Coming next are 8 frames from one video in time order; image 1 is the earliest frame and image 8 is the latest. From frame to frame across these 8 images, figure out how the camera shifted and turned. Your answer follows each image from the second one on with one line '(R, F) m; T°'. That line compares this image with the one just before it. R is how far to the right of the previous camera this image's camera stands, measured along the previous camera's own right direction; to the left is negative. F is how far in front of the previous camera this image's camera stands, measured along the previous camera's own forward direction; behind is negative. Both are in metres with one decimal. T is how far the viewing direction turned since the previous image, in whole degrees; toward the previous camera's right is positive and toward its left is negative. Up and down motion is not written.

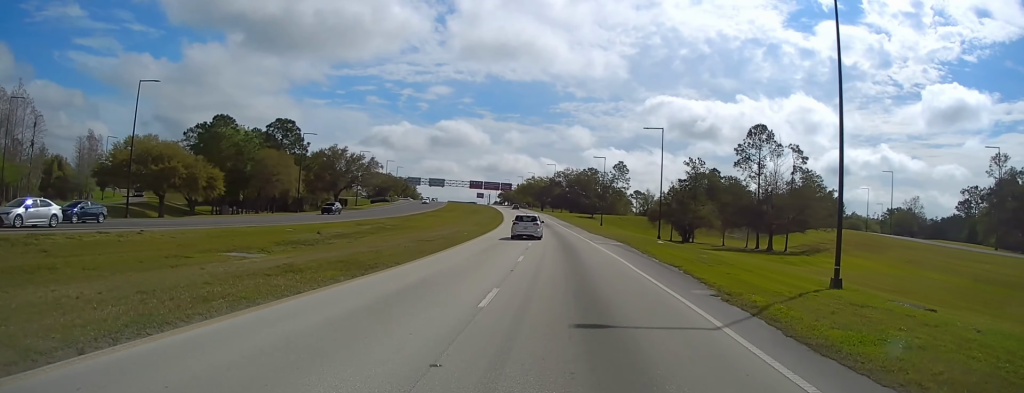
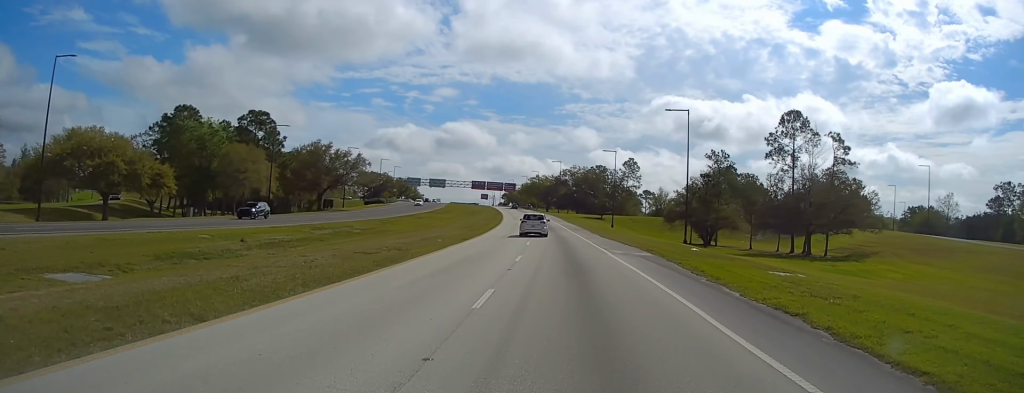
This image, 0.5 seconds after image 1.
(+0.1, +12.5) m; -1°
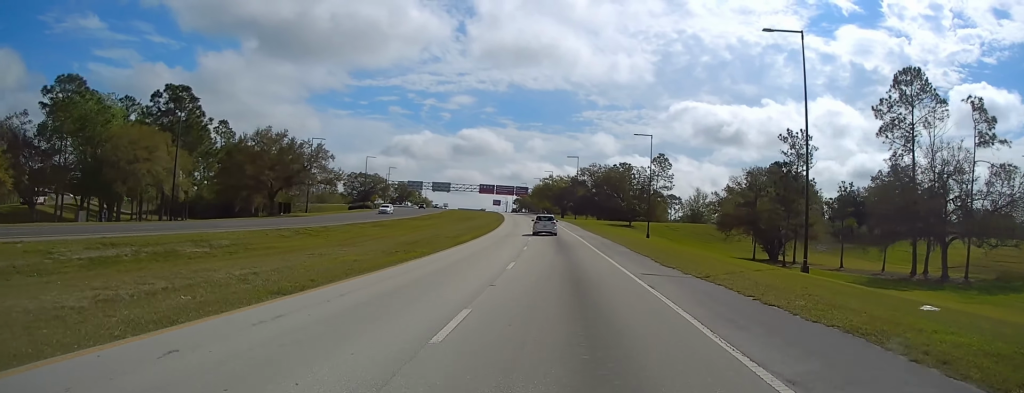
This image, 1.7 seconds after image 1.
(-0.4, +27.4) m; -2°
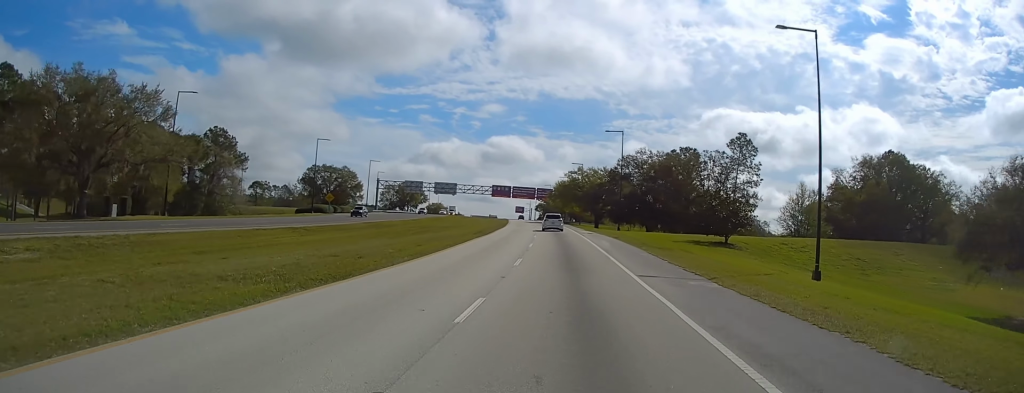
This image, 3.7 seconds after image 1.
(-1.4, +47.1) m; -3°
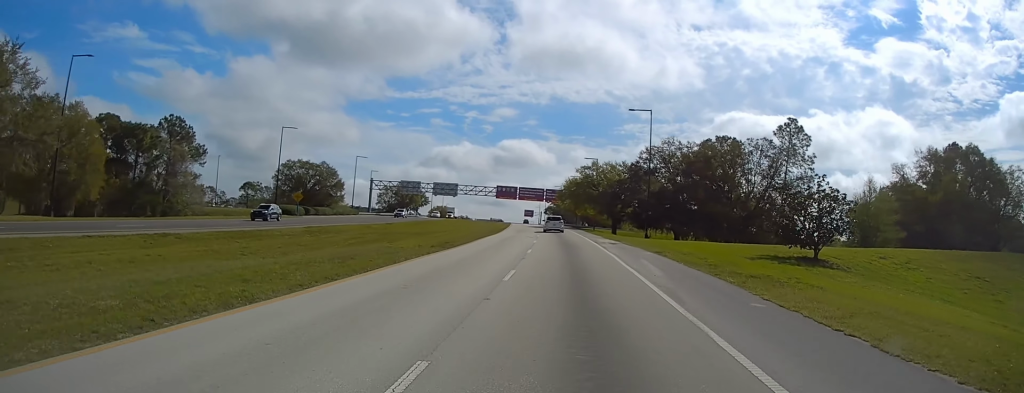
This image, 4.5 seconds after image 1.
(0.0, +18.1) m; 0°
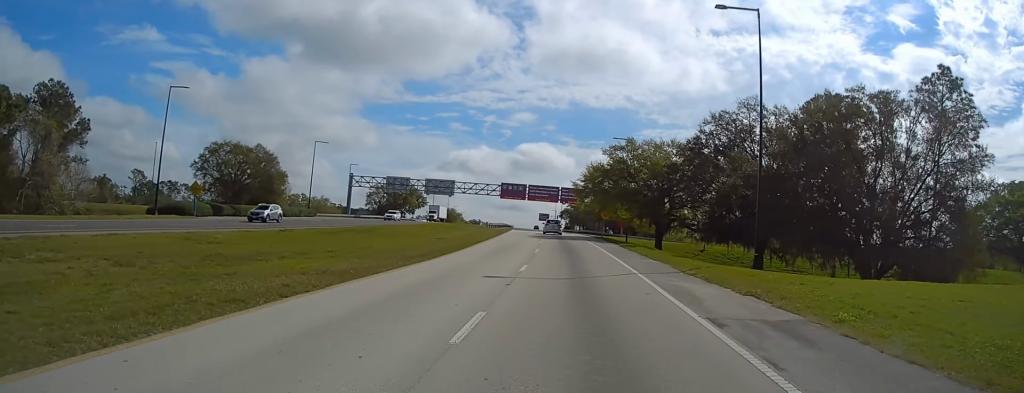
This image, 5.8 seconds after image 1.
(-0.3, +32.2) m; -2°
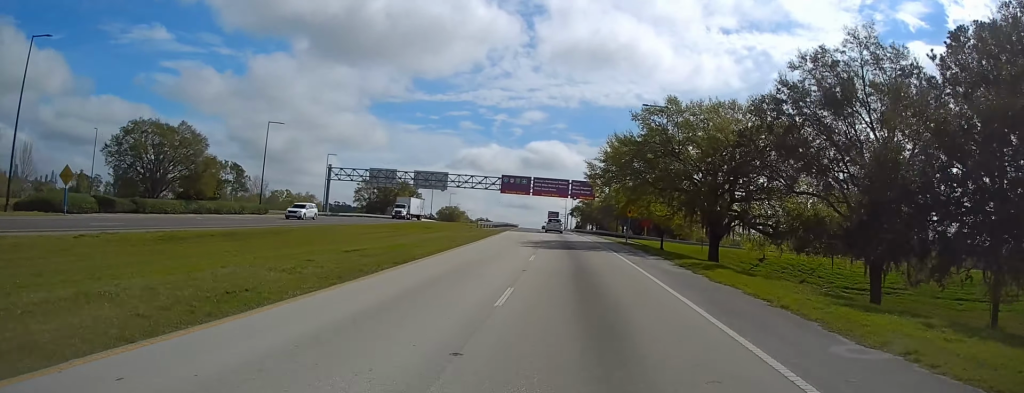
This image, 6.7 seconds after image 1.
(-0.4, +21.2) m; -1°
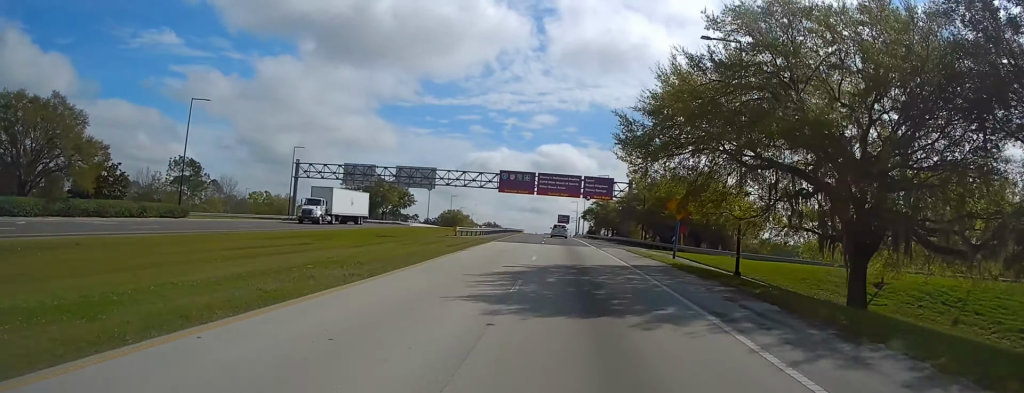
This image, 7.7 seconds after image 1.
(0.0, +21.7) m; 0°
